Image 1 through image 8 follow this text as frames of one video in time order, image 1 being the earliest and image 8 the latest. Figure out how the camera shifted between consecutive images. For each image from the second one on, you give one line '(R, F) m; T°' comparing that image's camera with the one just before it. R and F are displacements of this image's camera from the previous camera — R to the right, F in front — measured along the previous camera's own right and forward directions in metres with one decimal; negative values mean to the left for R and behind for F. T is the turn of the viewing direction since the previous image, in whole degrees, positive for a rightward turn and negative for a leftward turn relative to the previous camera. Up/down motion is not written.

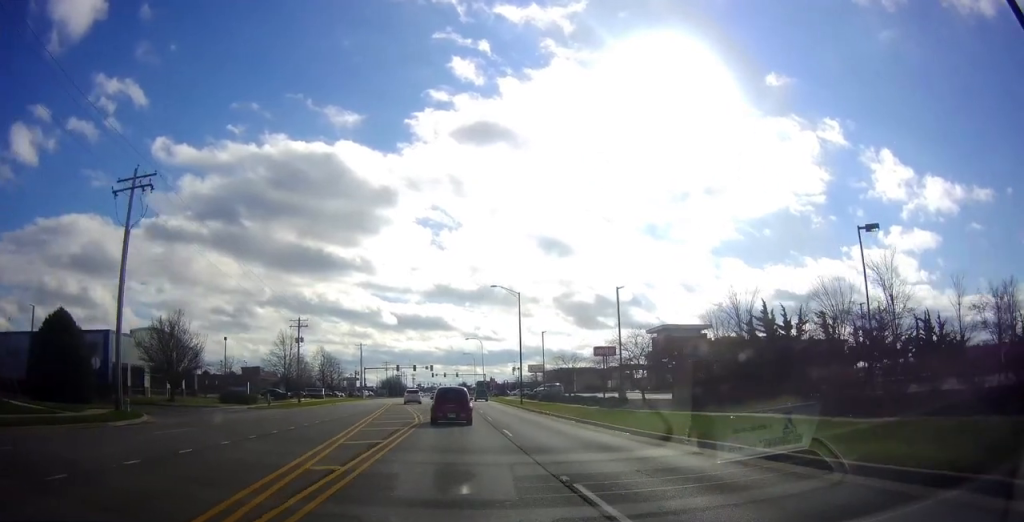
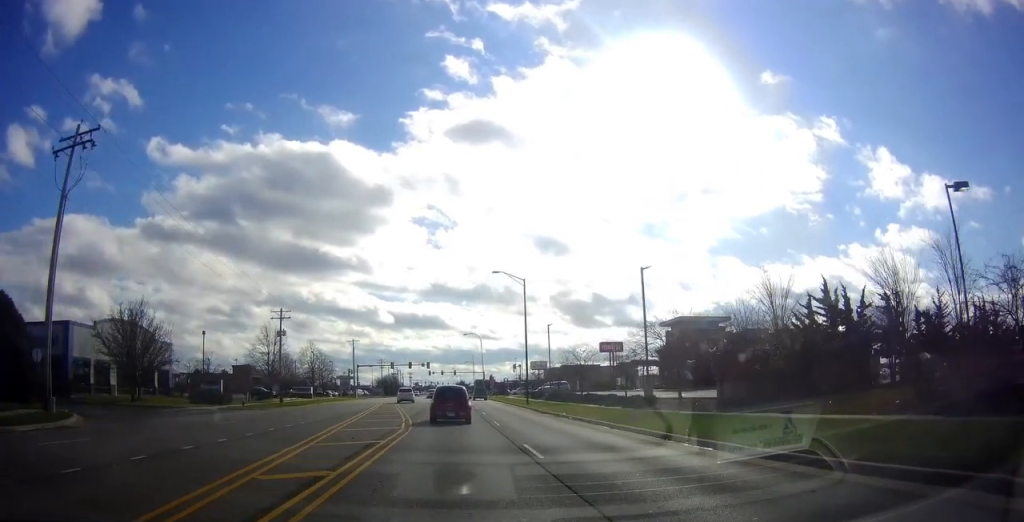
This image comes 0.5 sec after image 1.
(0.0, +6.7) m; 0°
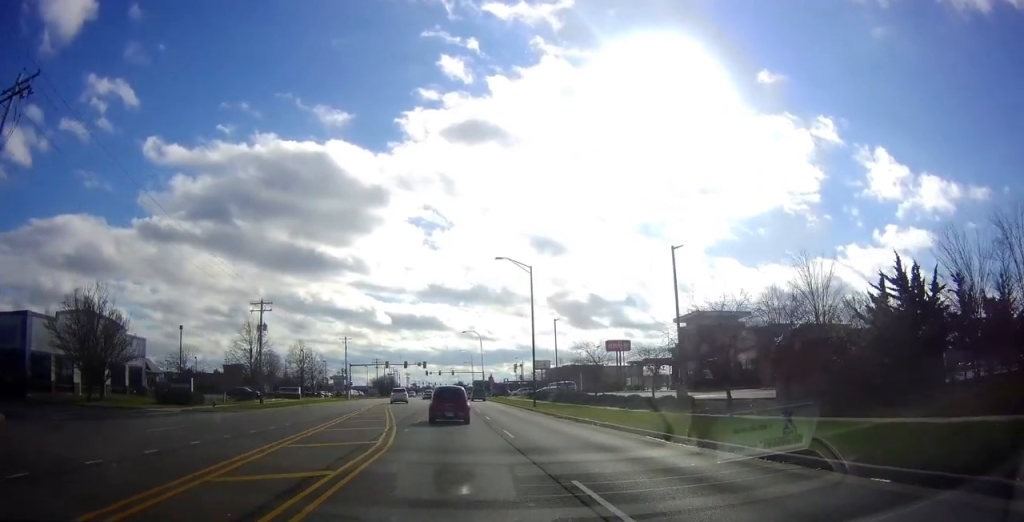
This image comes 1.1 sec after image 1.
(0.0, +6.5) m; 0°
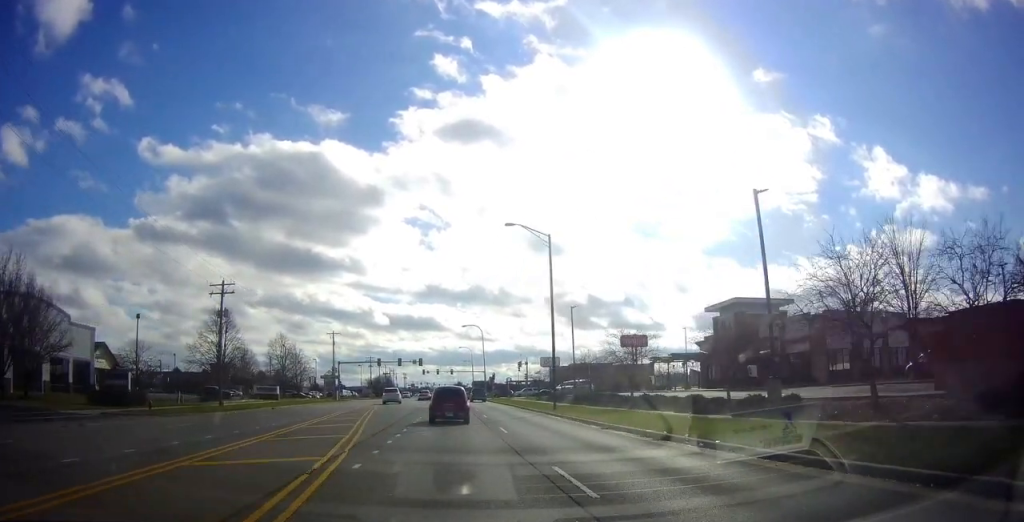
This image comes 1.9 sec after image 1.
(0.0, +10.1) m; 0°
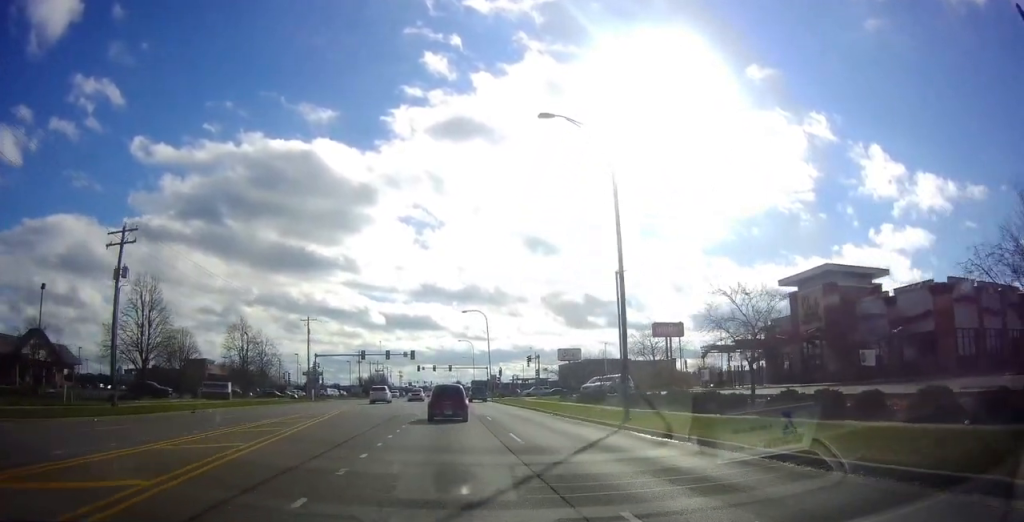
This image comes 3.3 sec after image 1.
(0.0, +17.3) m; 0°
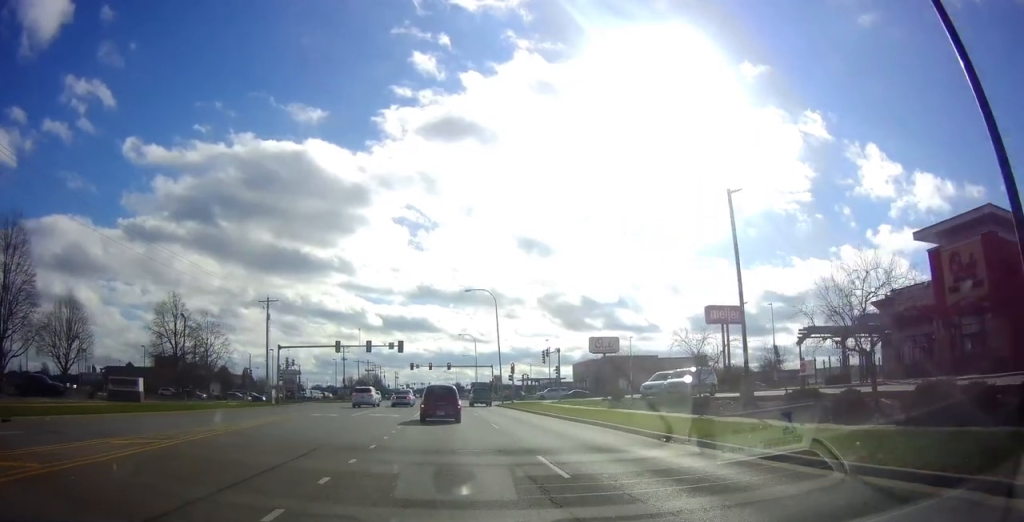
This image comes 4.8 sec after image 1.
(+0.3, +18.8) m; +2°
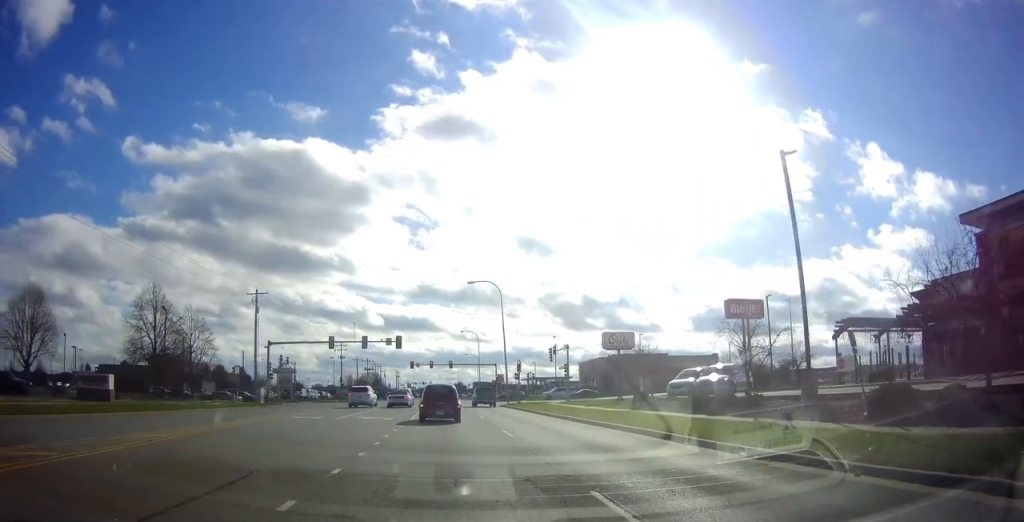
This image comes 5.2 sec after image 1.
(0.0, +4.9) m; 0°
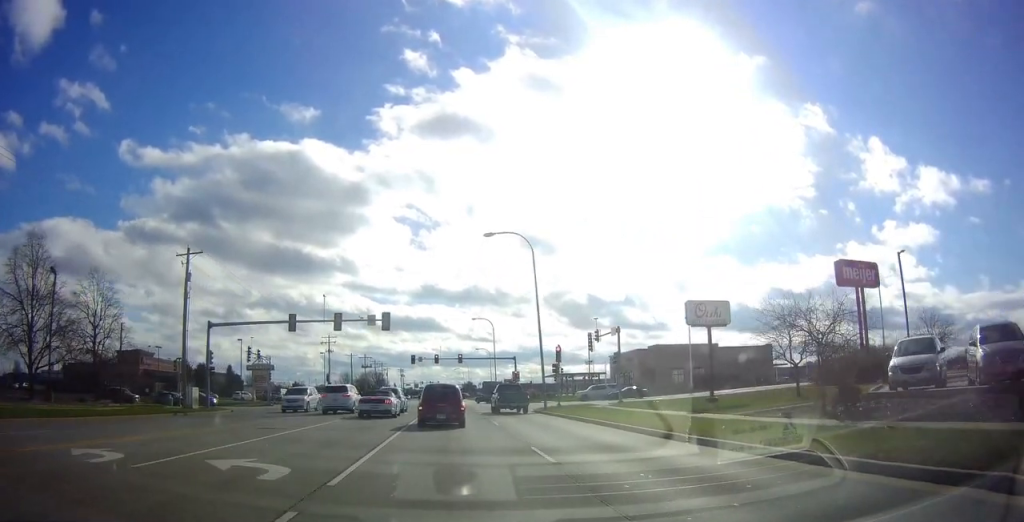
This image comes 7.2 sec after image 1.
(0.0, +21.8) m; 0°
